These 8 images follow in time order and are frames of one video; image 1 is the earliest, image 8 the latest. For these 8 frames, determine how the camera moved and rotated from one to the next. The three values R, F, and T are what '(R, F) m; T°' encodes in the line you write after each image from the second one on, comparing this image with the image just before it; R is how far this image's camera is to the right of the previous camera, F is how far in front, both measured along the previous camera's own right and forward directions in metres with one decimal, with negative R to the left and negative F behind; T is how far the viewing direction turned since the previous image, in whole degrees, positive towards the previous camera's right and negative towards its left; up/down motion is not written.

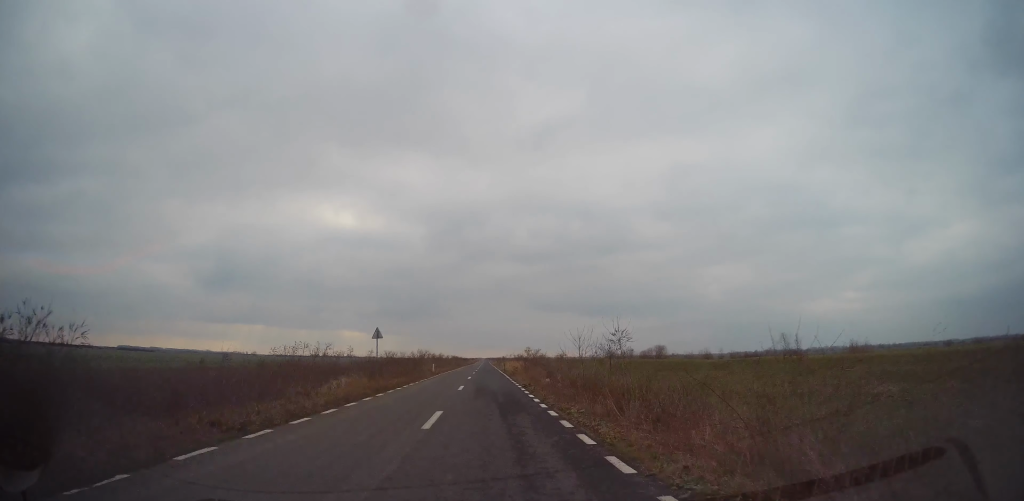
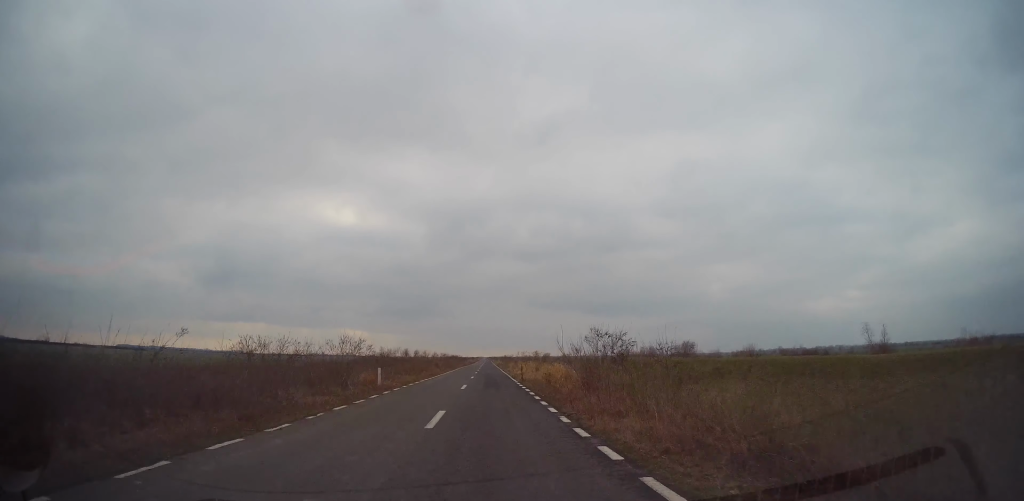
(-0.3, +23.4) m; 0°
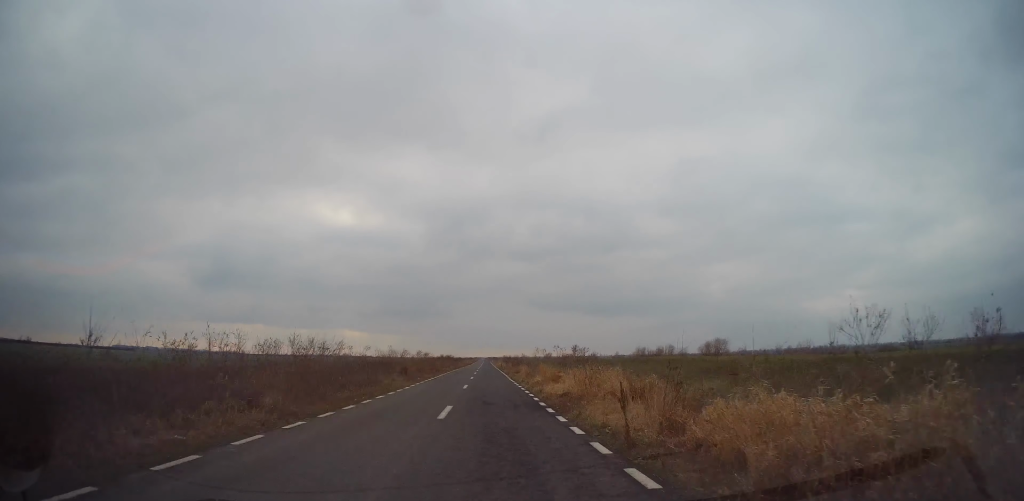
(+0.2, +21.6) m; 0°
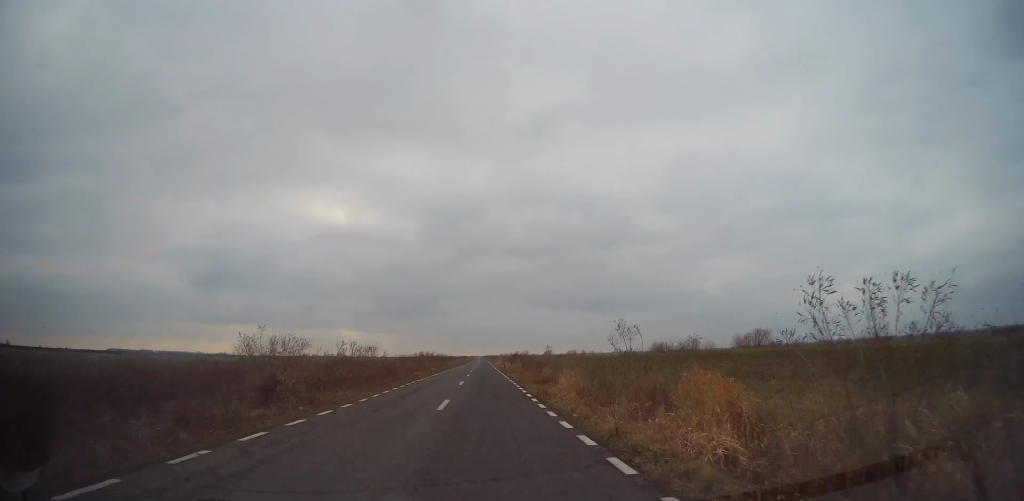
(+0.2, +21.7) m; 0°
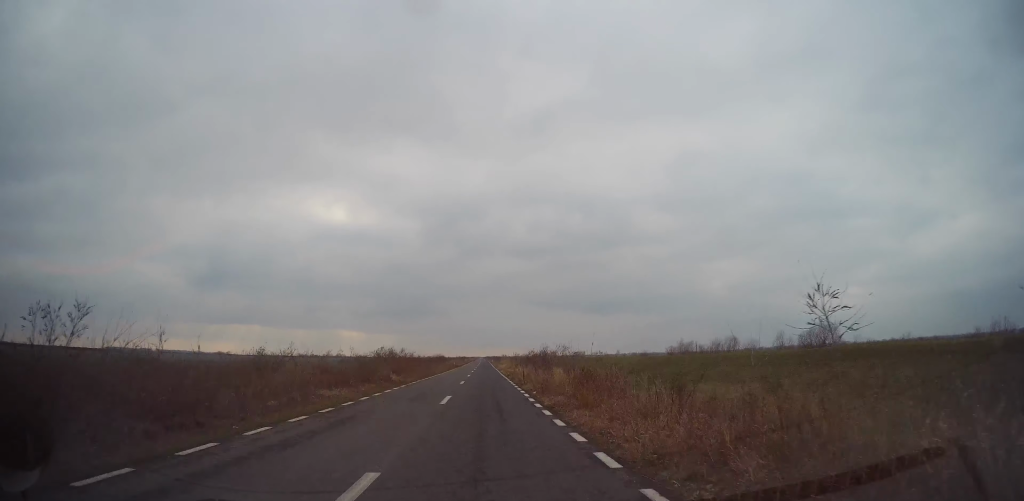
(-0.3, +21.9) m; 0°
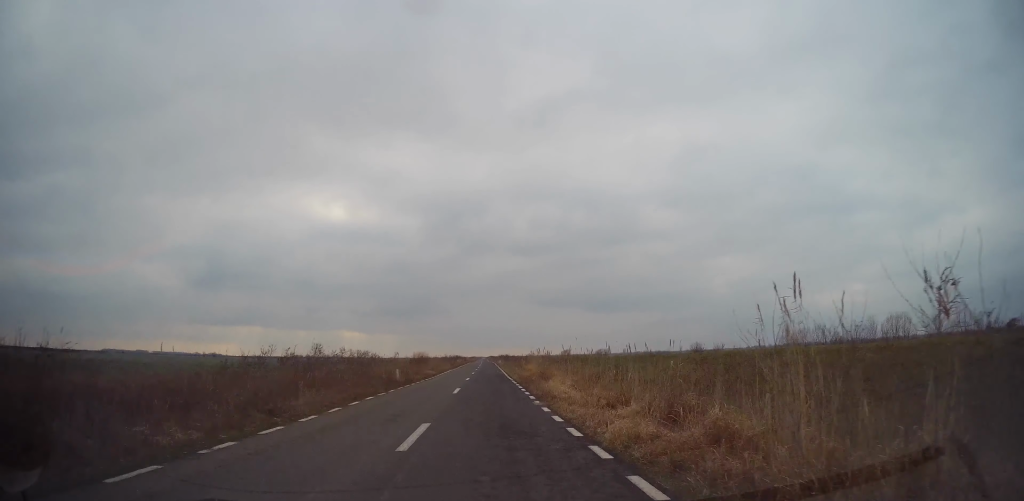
(+0.1, +54.5) m; 0°
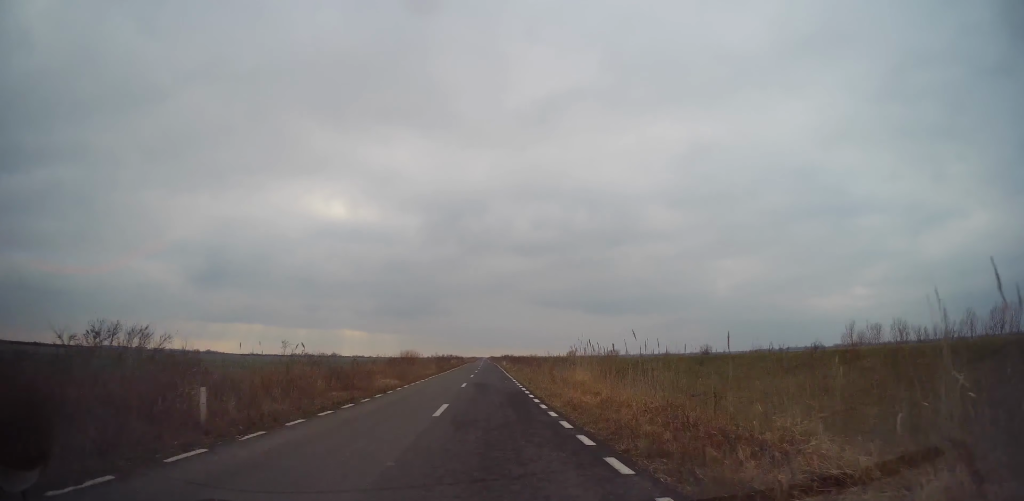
(0.0, +19.3) m; 0°
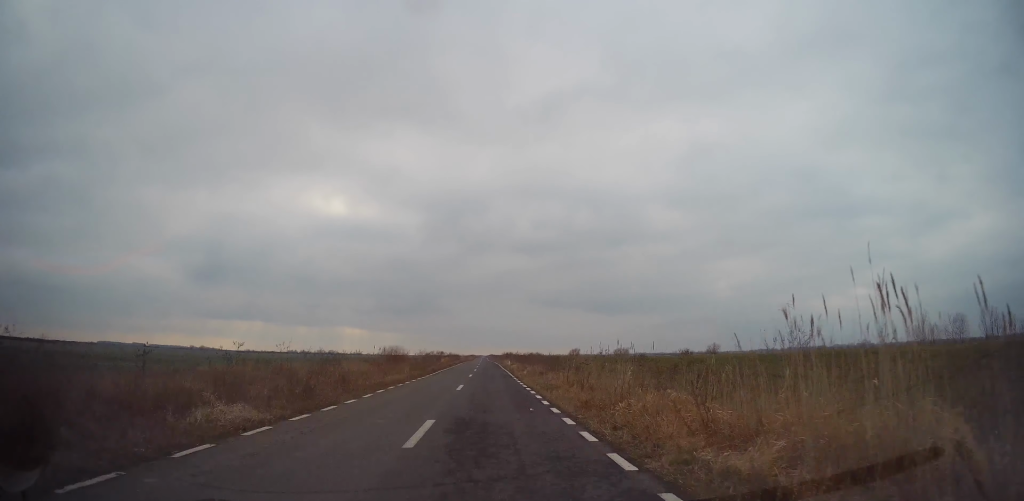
(0.0, +16.3) m; 0°
